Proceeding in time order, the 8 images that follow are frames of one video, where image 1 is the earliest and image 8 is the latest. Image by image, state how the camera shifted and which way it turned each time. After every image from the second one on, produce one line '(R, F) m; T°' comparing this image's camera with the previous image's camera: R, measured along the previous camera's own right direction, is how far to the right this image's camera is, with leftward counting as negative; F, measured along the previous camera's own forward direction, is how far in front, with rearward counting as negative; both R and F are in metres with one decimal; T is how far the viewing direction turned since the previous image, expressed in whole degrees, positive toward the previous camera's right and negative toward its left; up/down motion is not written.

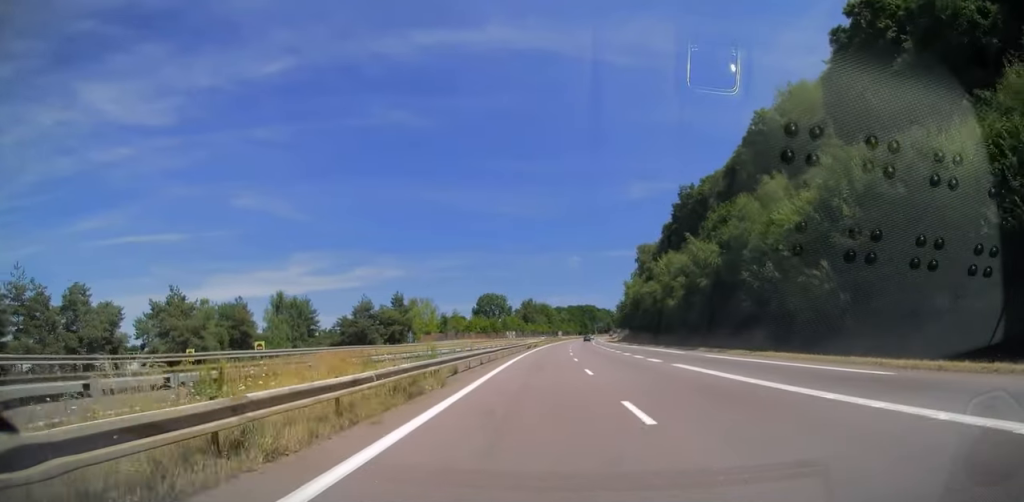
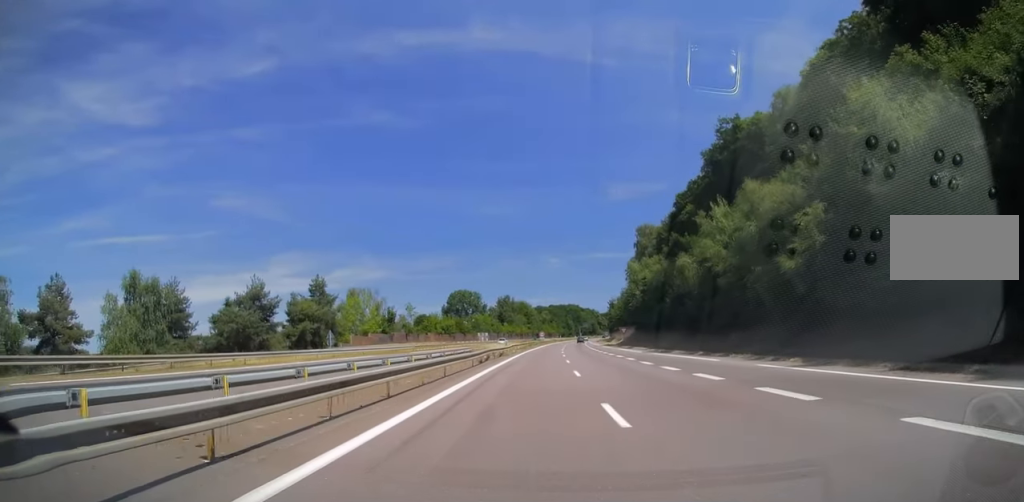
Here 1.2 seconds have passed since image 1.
(+0.5, +36.2) m; +2°
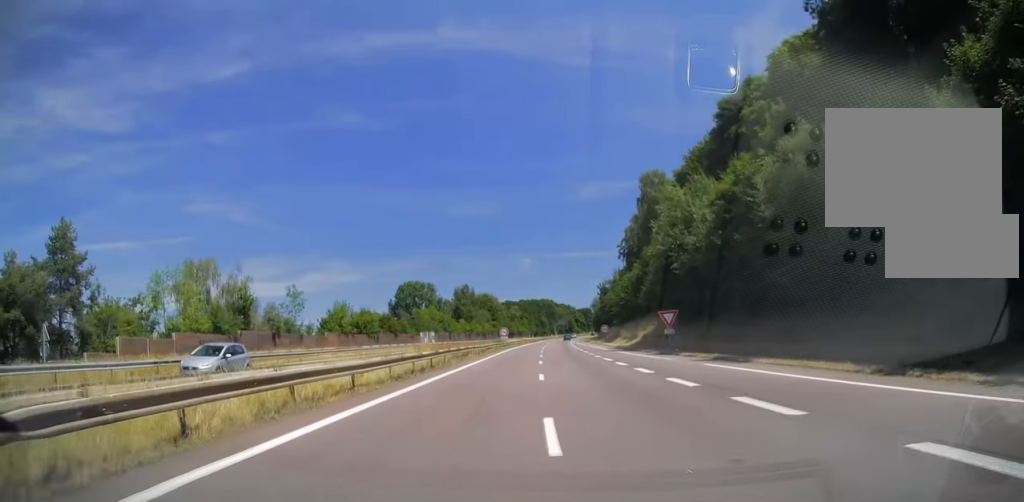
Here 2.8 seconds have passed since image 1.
(+1.3, +50.0) m; +3°
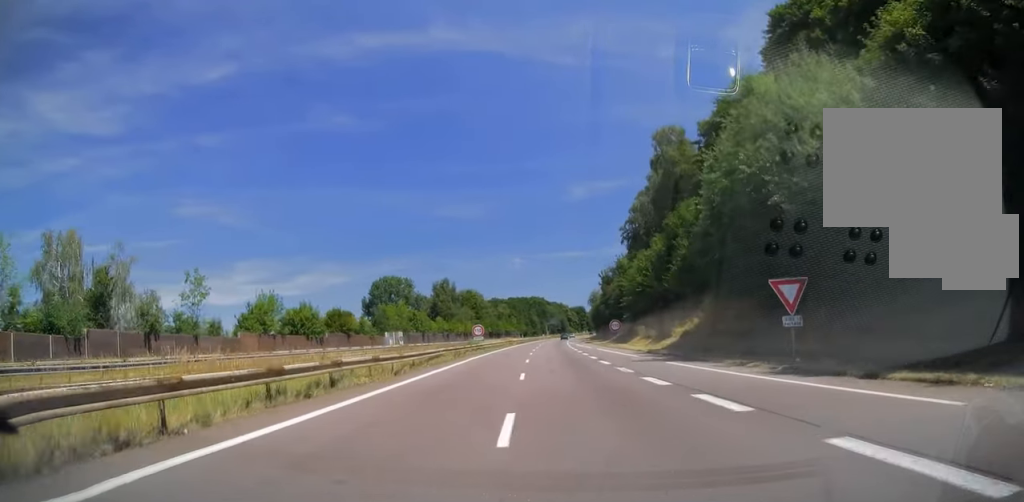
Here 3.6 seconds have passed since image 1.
(+0.1, +23.5) m; +1°
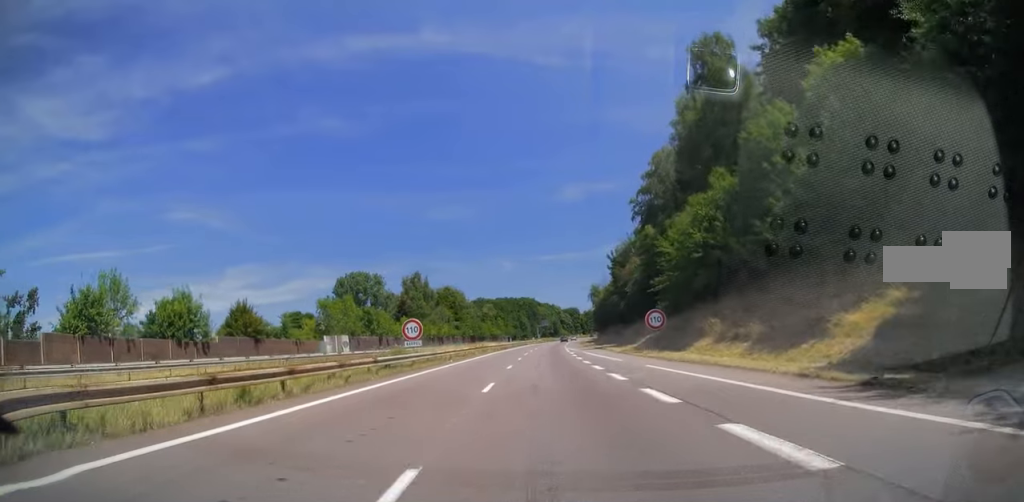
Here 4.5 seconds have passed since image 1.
(+0.2, +28.7) m; +1°
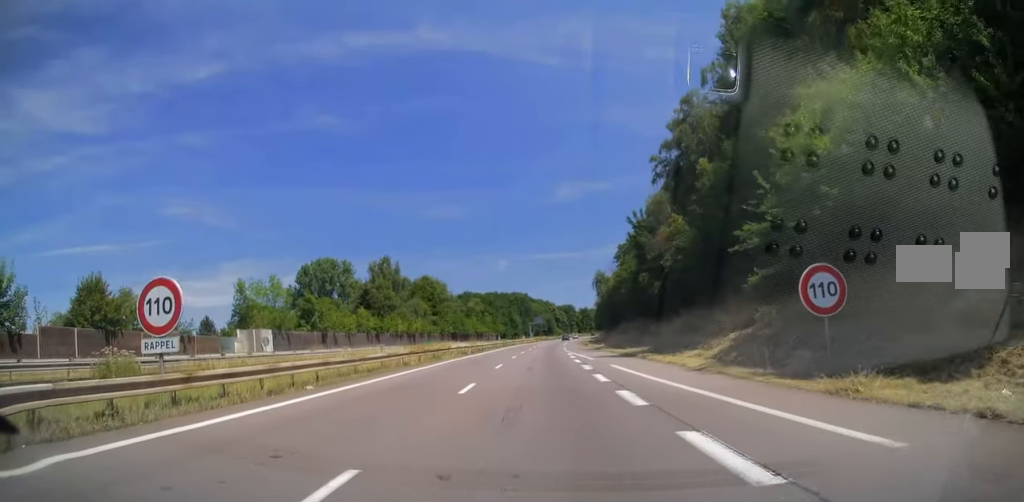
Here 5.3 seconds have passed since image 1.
(+0.2, +24.5) m; +1°
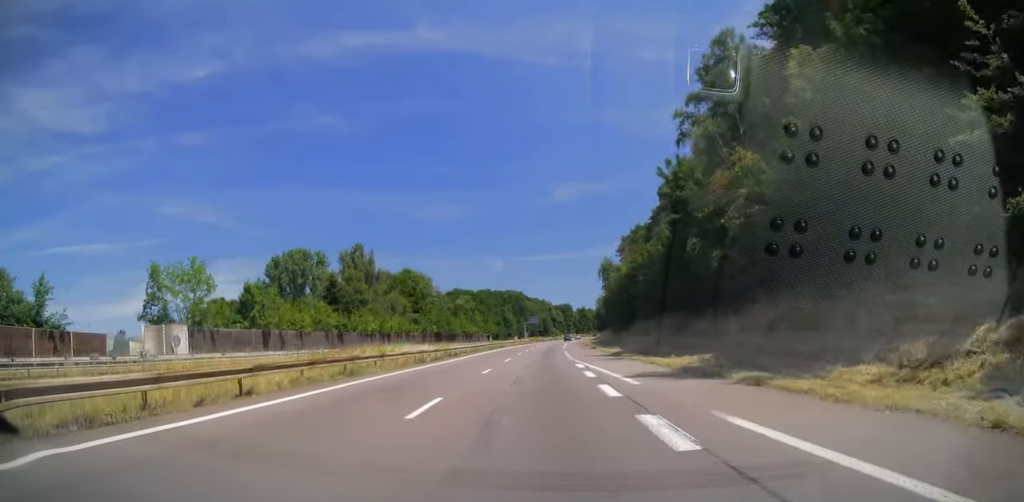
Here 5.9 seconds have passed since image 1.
(0.0, +16.7) m; +1°
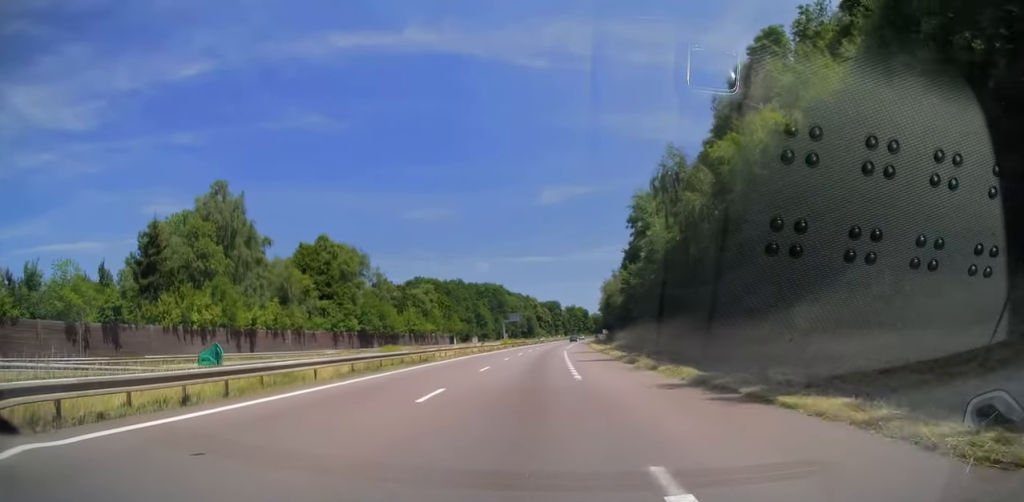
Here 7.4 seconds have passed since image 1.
(+0.6, +46.1) m; +1°
